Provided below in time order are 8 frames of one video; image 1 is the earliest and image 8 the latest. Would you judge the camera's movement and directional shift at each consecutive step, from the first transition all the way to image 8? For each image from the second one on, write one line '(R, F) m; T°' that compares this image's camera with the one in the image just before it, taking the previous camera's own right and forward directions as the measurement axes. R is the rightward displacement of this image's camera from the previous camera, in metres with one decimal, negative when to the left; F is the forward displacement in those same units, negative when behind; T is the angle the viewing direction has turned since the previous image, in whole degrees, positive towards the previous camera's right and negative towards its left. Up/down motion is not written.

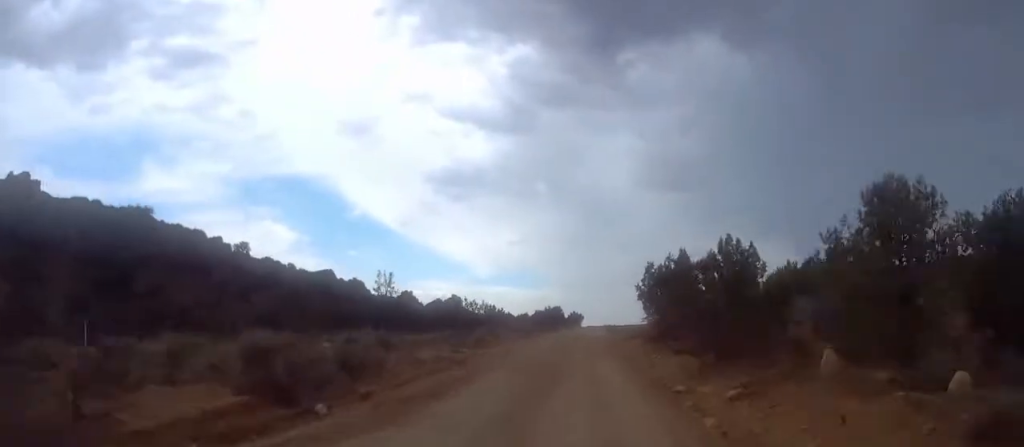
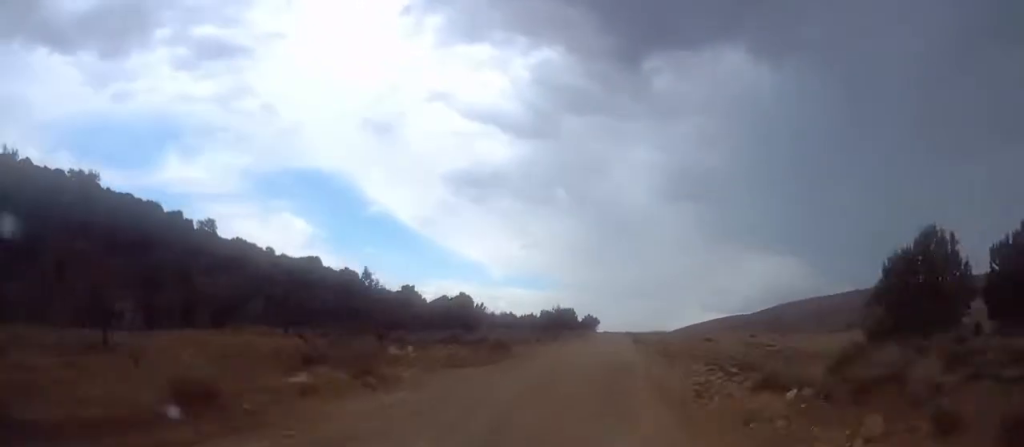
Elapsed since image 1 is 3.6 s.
(+0.1, +31.3) m; 0°
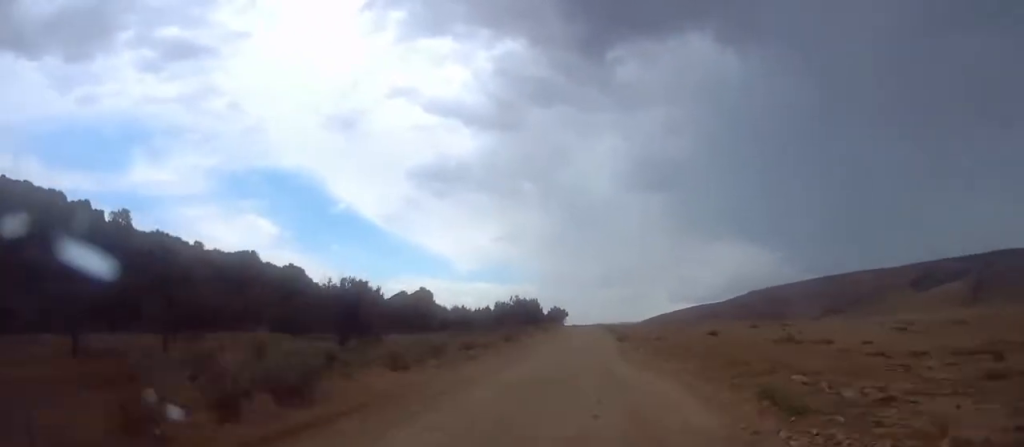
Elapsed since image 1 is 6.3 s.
(+0.1, +23.9) m; 0°
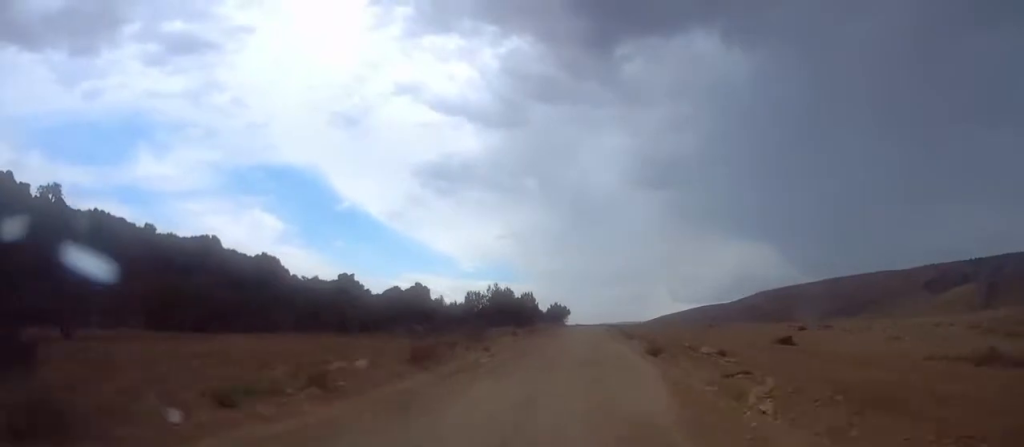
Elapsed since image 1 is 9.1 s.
(-0.1, +26.4) m; 0°
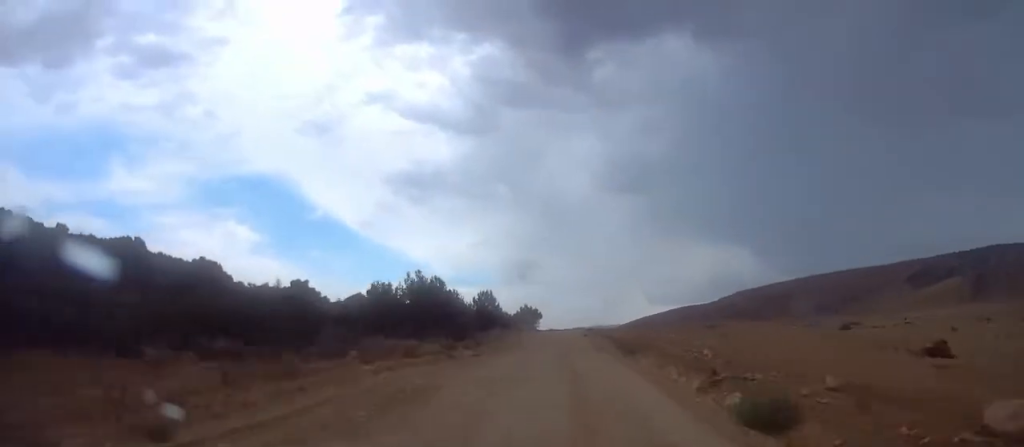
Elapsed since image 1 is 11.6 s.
(+0.1, +24.7) m; +1°
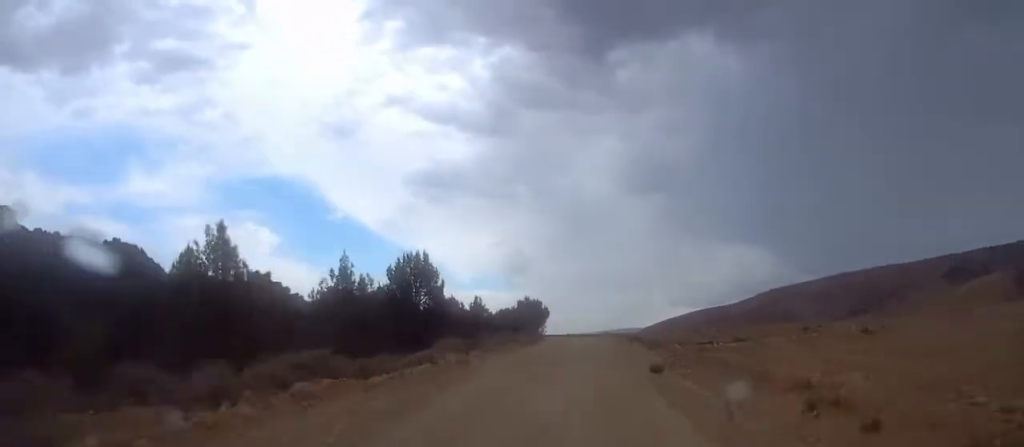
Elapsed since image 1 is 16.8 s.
(+0.5, +51.8) m; 0°
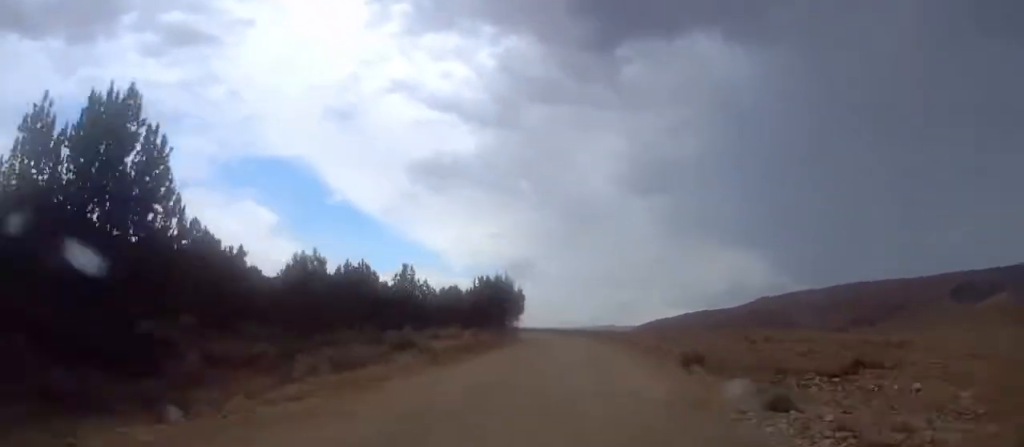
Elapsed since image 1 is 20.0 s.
(-0.3, +32.1) m; -1°
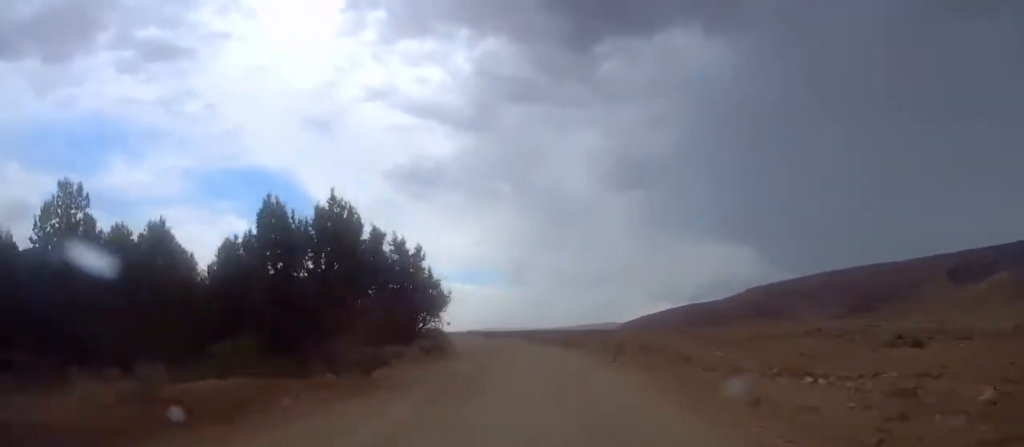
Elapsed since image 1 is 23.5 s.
(-0.3, +34.4) m; -2°
